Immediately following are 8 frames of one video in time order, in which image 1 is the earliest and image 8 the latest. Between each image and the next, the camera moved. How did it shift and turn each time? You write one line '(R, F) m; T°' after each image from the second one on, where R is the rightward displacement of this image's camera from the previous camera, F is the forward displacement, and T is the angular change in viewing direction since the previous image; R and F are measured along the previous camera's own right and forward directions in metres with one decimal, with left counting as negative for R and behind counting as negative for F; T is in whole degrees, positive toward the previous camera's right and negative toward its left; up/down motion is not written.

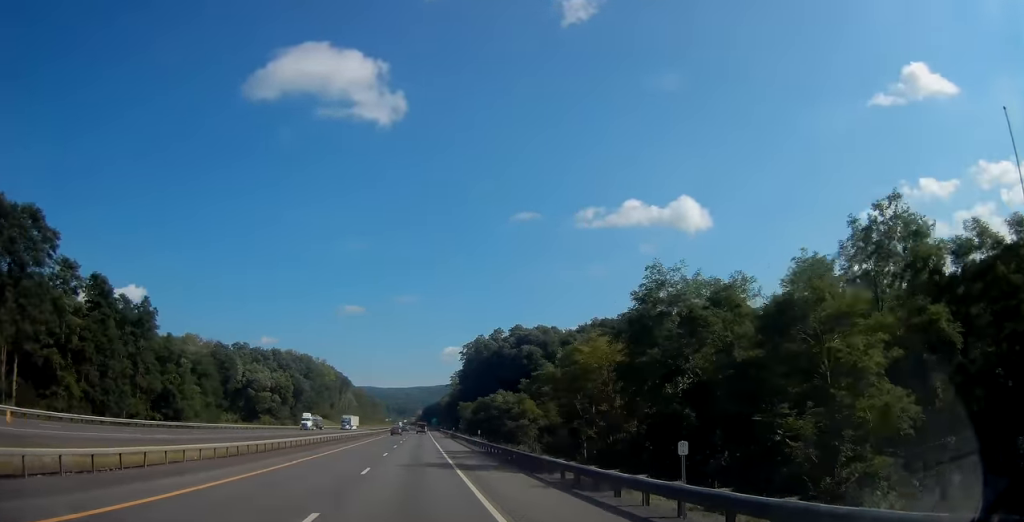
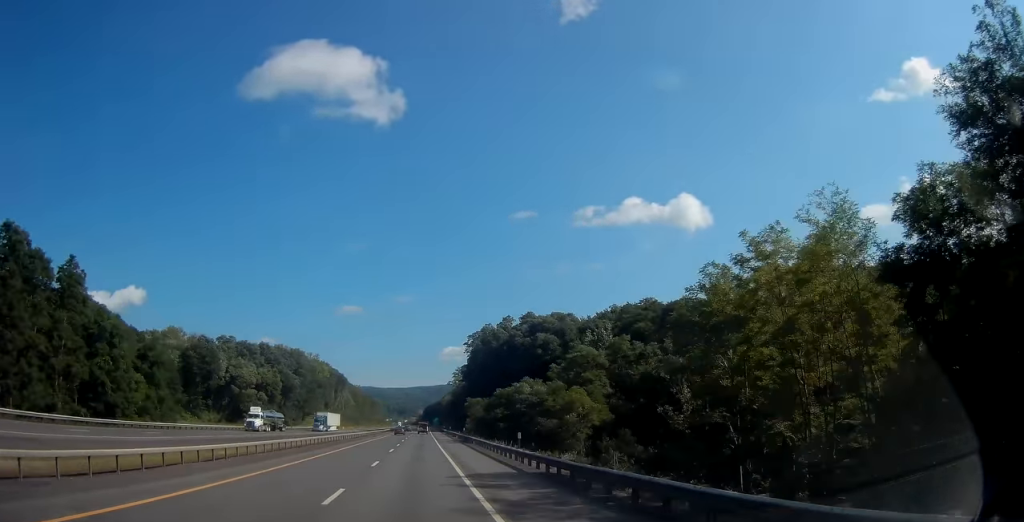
(-0.2, +20.2) m; 0°
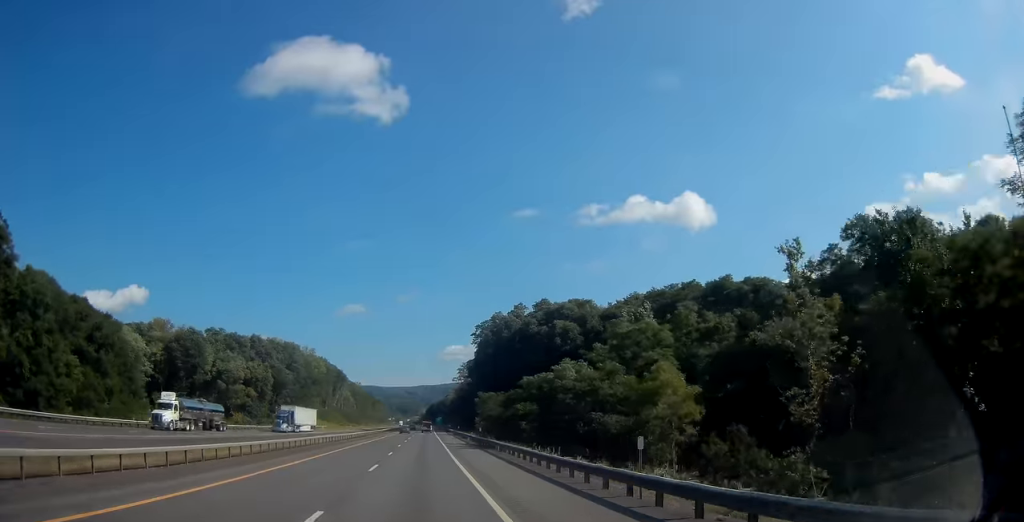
(+0.3, +16.4) m; 0°
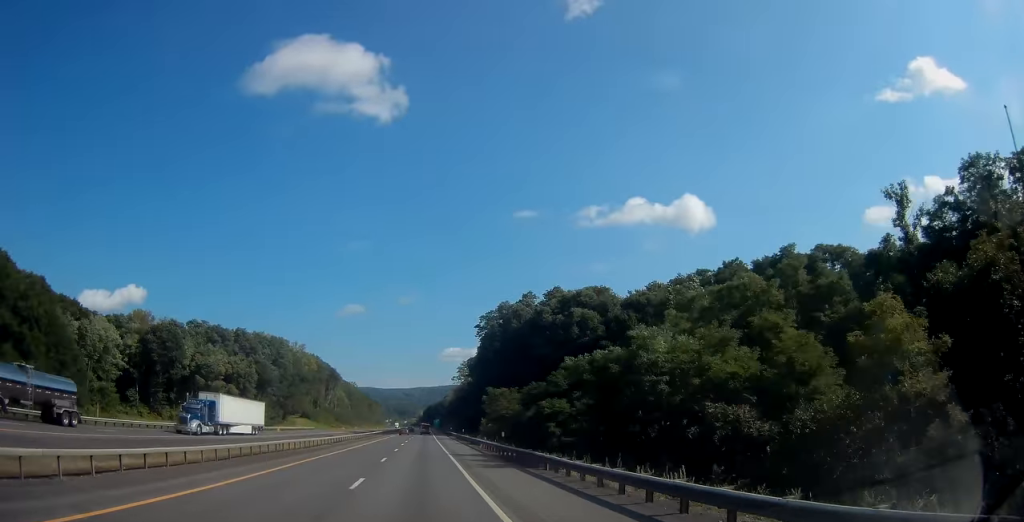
(+0.1, +16.4) m; 0°
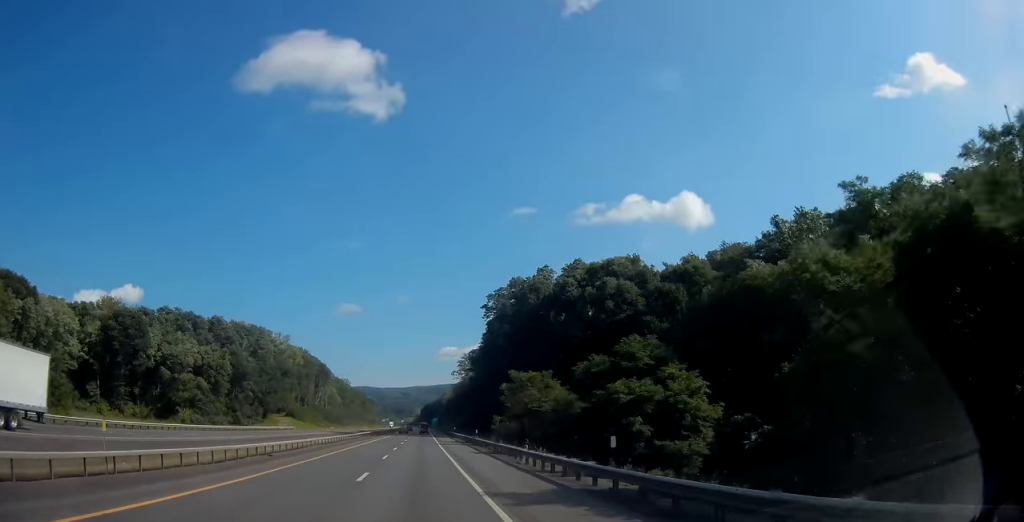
(-0.1, +22.3) m; 0°
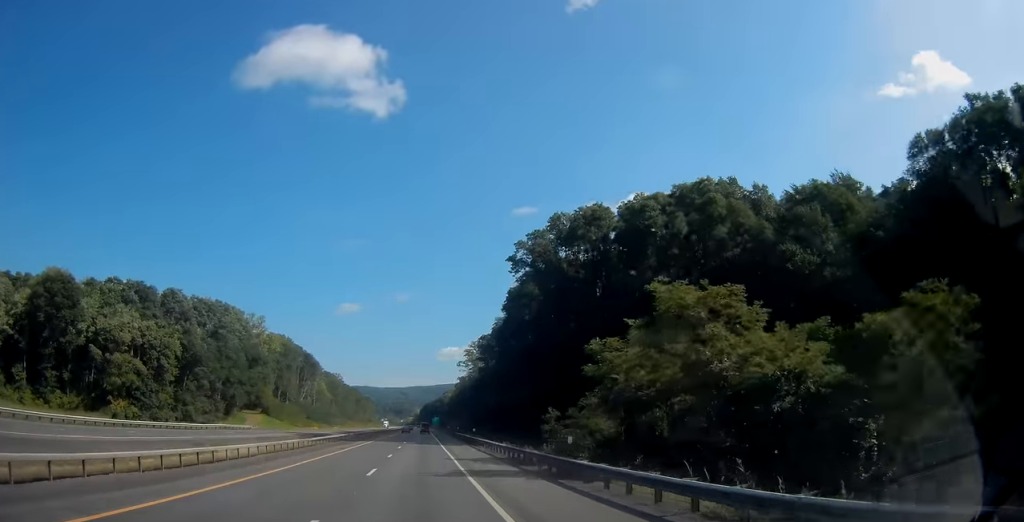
(0.0, +35.0) m; -1°
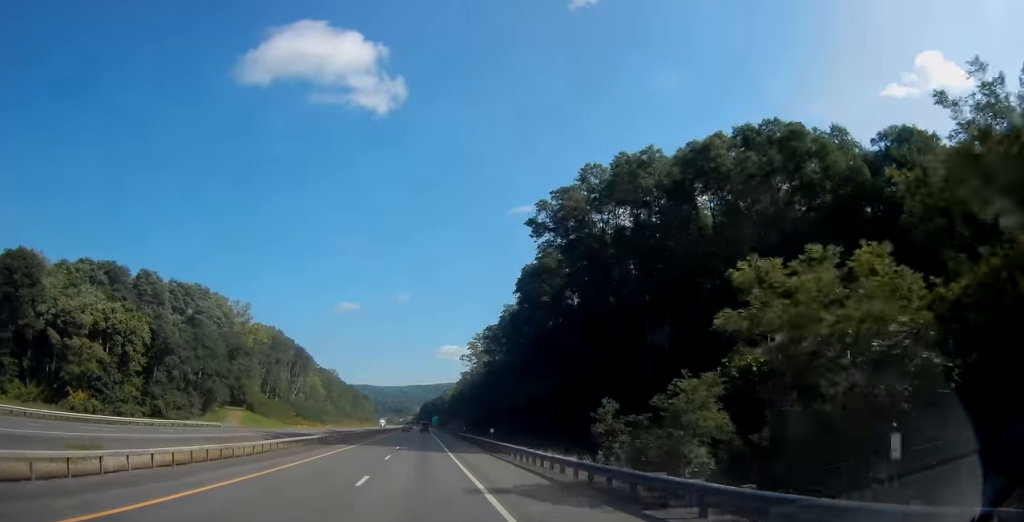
(-0.3, +15.5) m; 0°
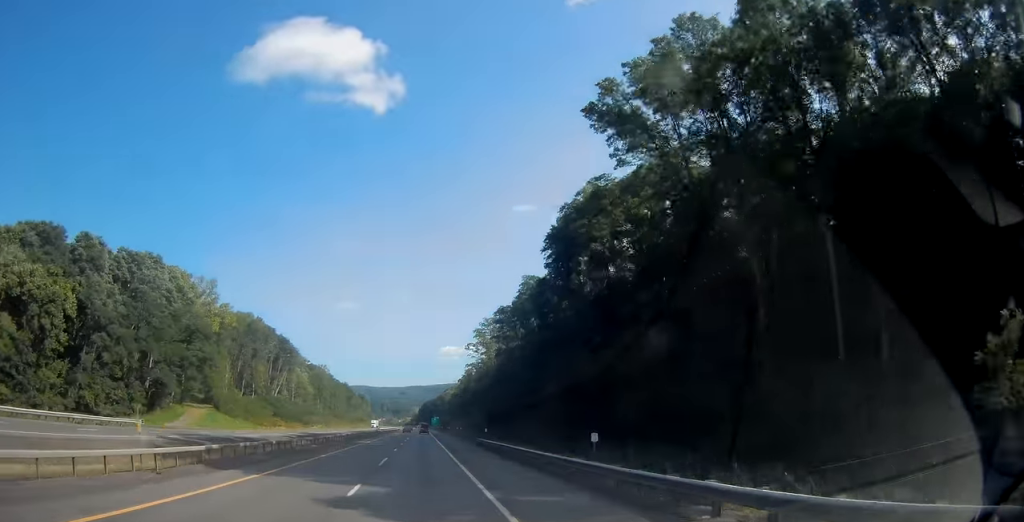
(+0.2, +27.2) m; +1°
